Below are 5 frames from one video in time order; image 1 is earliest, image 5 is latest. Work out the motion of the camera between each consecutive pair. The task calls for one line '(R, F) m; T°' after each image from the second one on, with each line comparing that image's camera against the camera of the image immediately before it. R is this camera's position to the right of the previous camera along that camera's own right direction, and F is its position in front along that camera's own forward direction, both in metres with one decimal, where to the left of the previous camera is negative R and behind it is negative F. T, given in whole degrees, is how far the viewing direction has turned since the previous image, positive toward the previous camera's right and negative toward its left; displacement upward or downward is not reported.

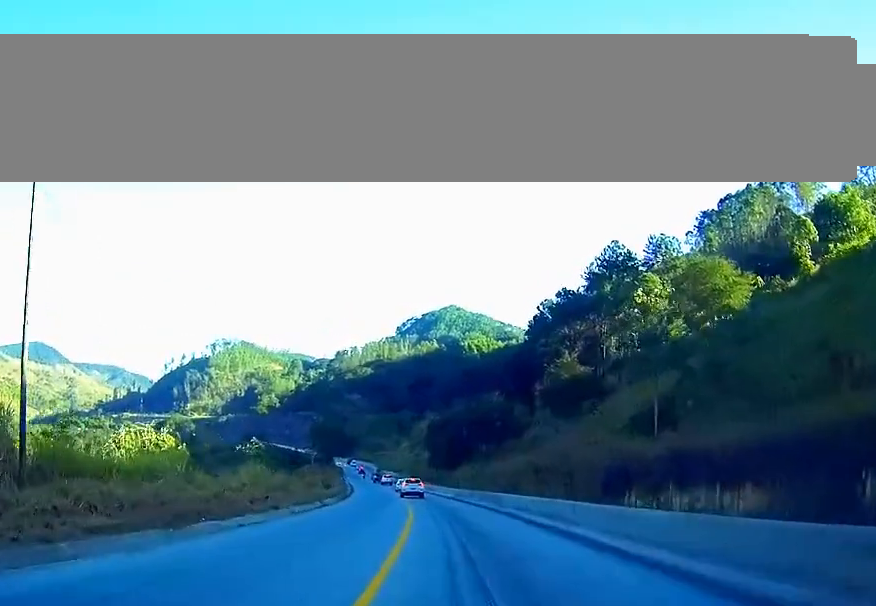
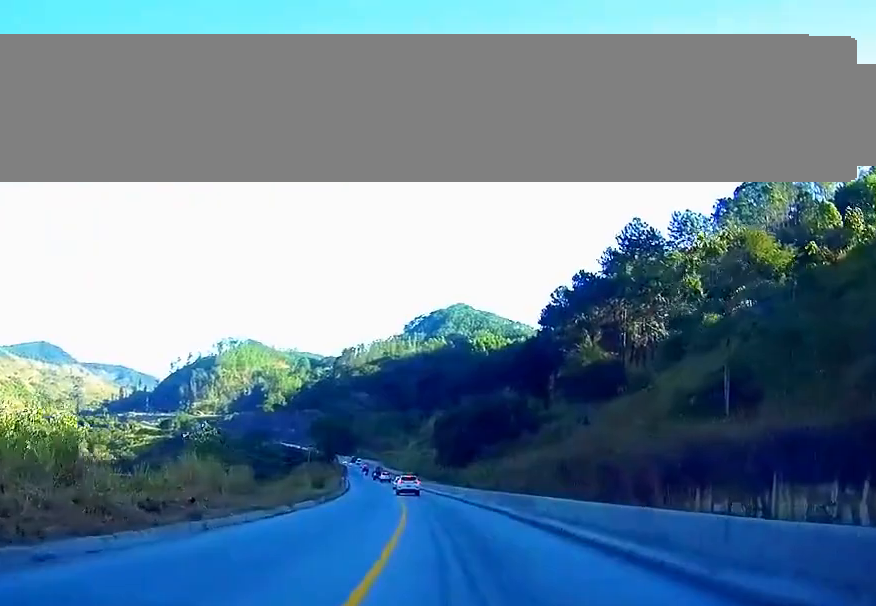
(0.0, +12.5) m; 0°
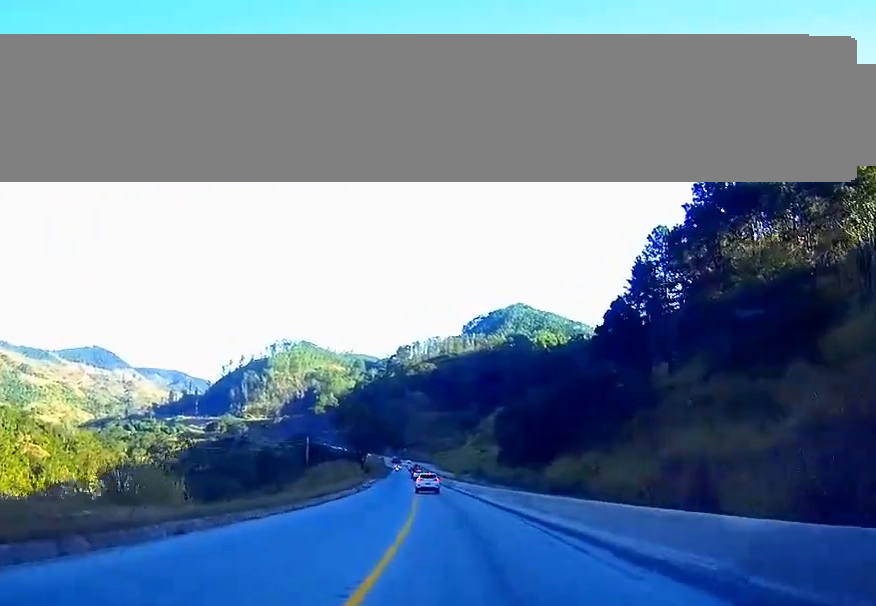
(-1.2, +47.8) m; -3°
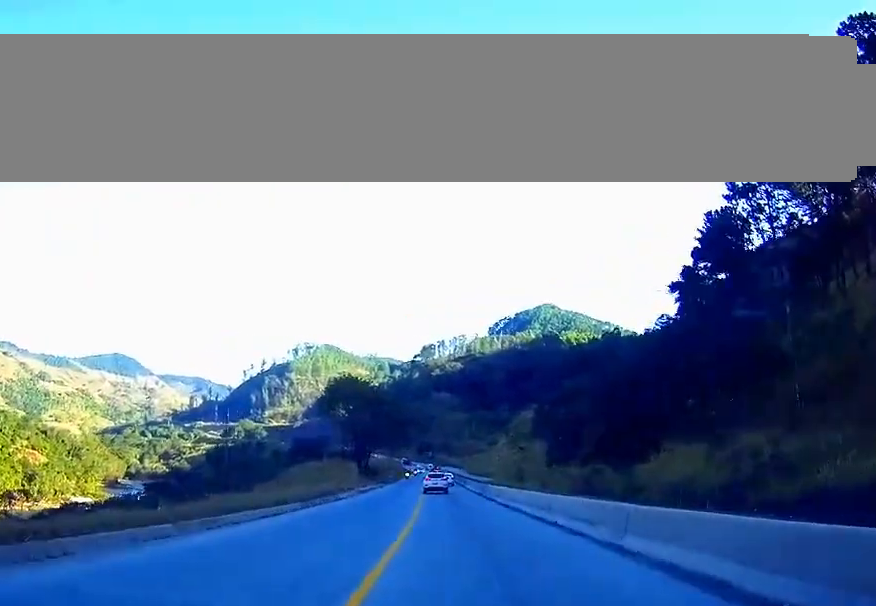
(-1.1, +41.0) m; -2°
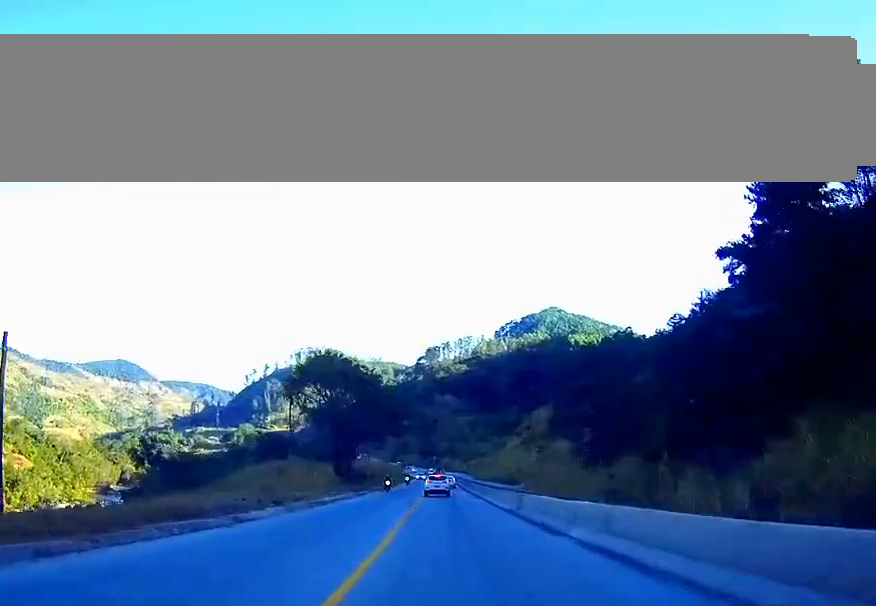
(0.0, +25.9) m; 0°
